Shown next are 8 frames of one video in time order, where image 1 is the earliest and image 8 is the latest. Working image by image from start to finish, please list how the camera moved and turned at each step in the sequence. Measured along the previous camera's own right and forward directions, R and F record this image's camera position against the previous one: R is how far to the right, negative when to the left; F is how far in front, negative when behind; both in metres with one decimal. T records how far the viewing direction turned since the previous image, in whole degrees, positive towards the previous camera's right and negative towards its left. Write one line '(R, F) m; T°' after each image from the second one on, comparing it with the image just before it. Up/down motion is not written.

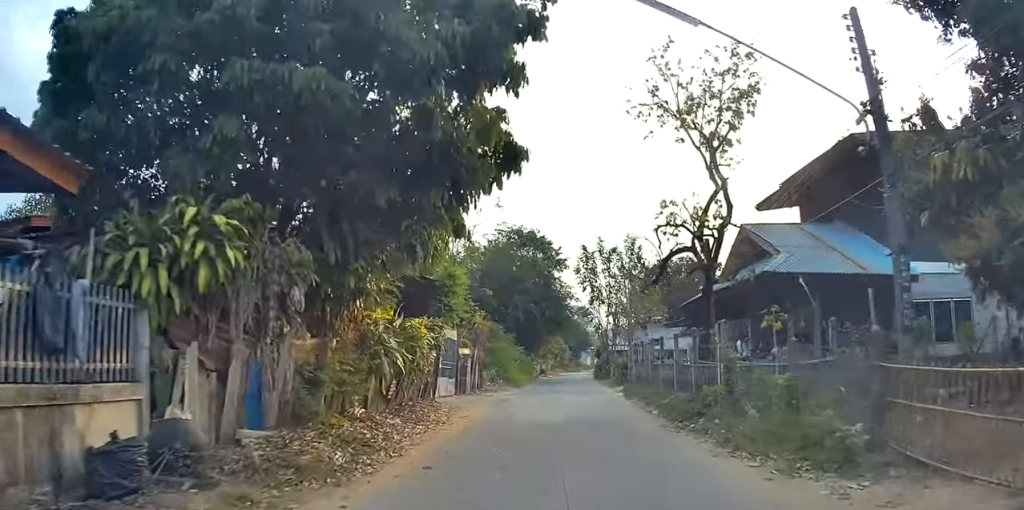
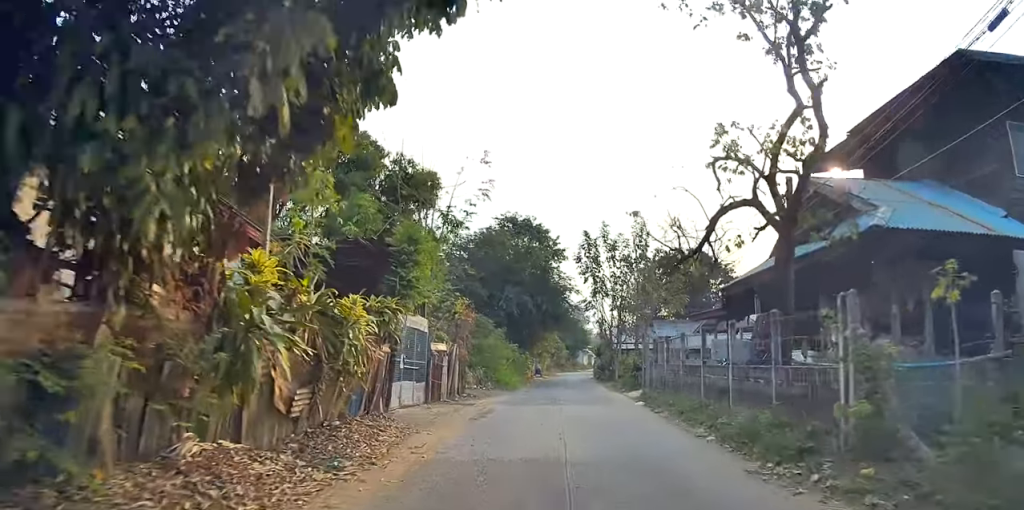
(-0.2, +4.5) m; -1°
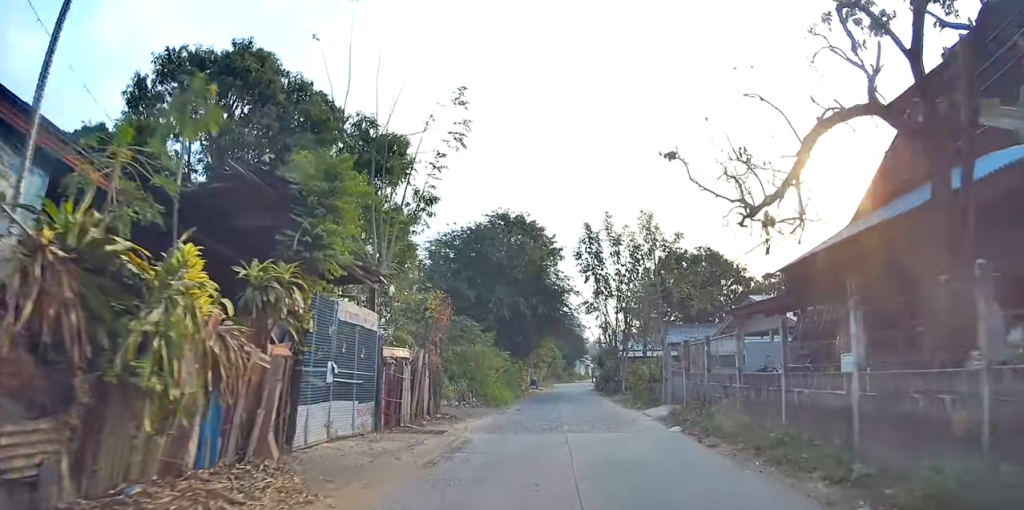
(-0.1, +4.1) m; 0°
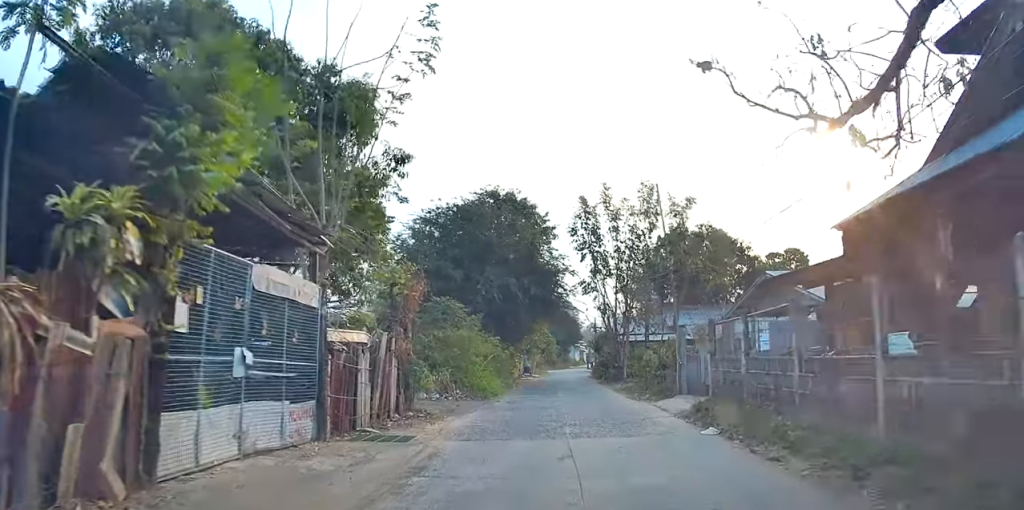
(+0.1, +2.7) m; 0°
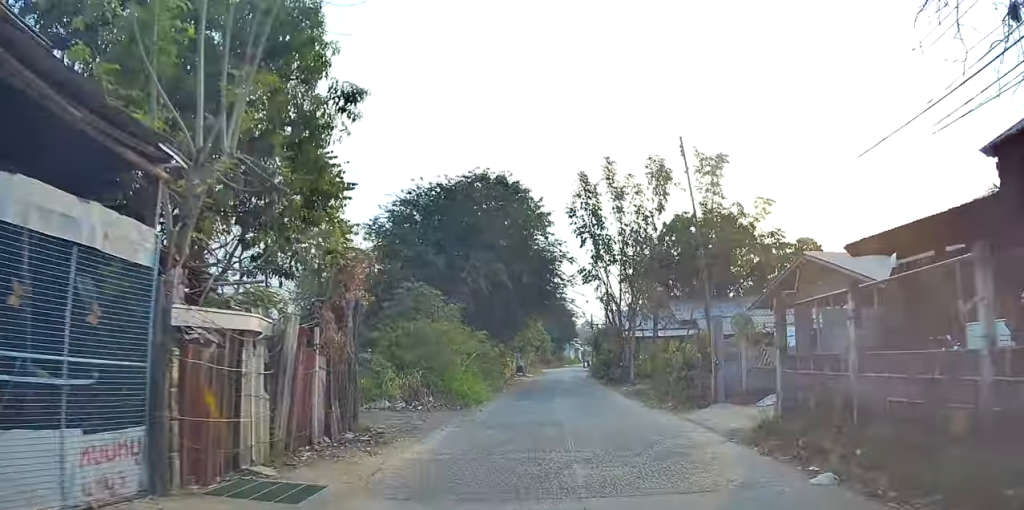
(+0.1, +3.7) m; 0°
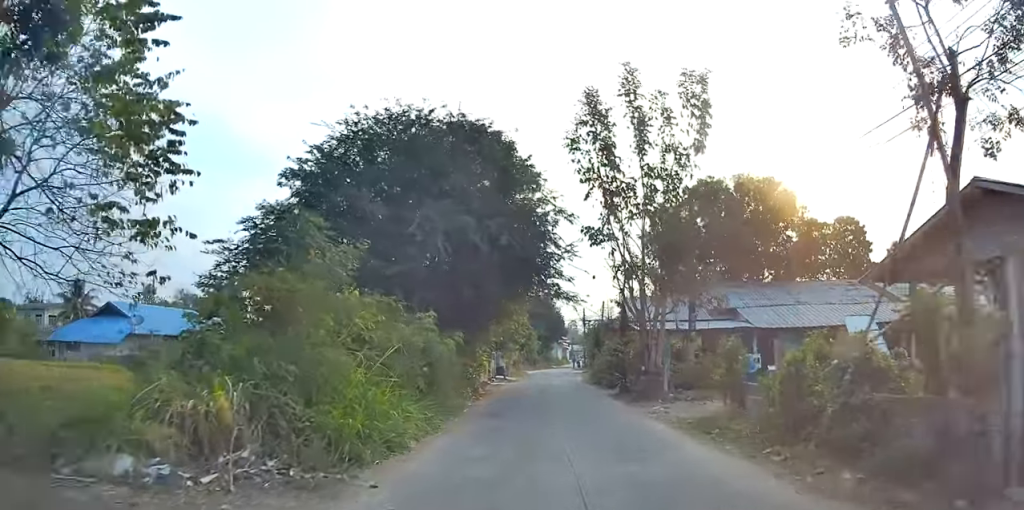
(-0.1, +8.3) m; +2°
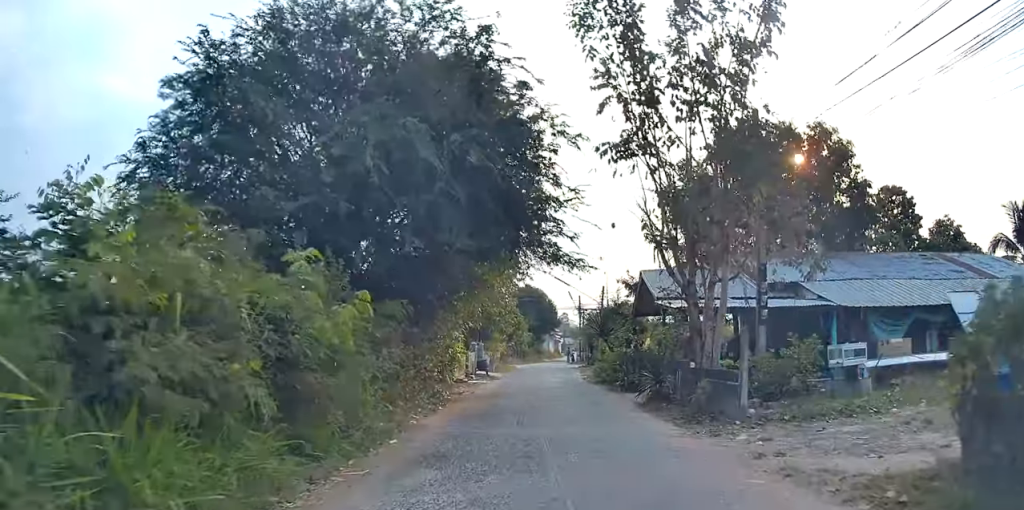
(+0.2, +6.6) m; +2°
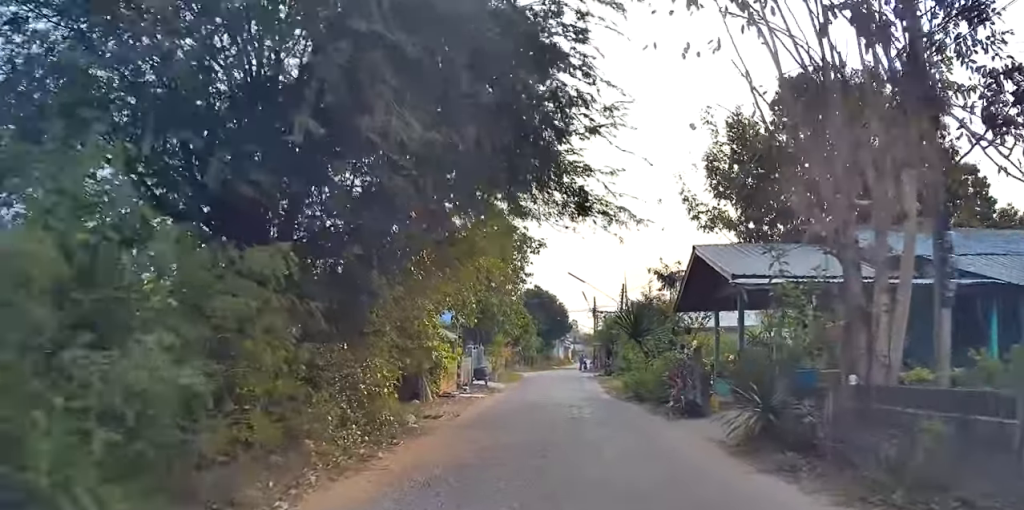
(0.0, +5.8) m; +1°
